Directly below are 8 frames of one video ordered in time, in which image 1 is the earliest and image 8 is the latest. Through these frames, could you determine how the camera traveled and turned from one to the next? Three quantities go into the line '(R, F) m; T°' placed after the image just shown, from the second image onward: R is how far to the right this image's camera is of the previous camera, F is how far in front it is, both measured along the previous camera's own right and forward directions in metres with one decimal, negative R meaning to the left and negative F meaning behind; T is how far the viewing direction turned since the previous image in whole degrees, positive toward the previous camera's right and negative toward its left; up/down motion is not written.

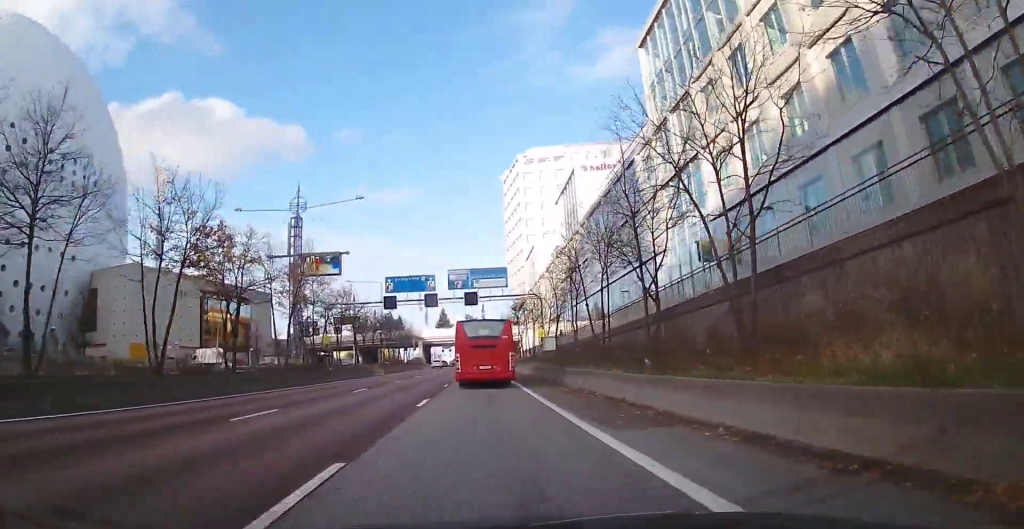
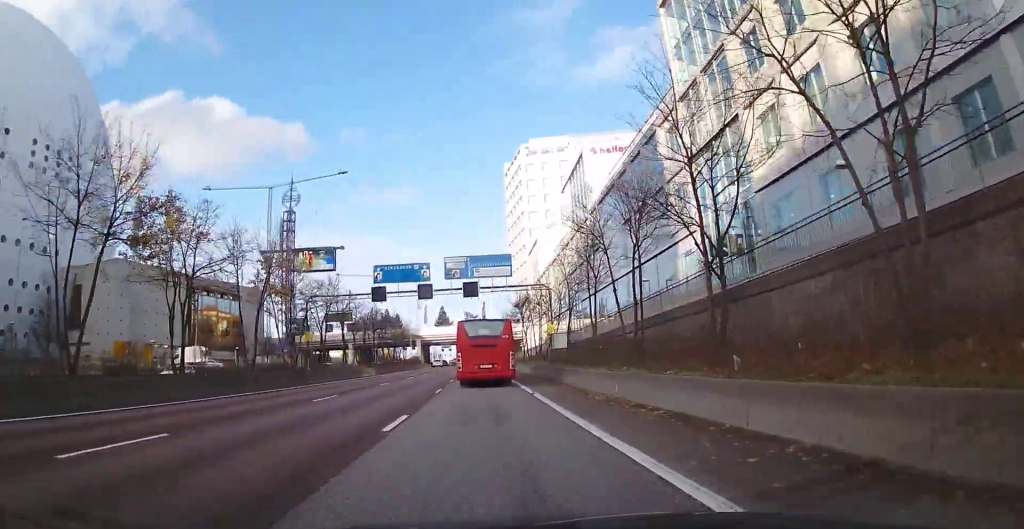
(-0.1, +5.3) m; 0°
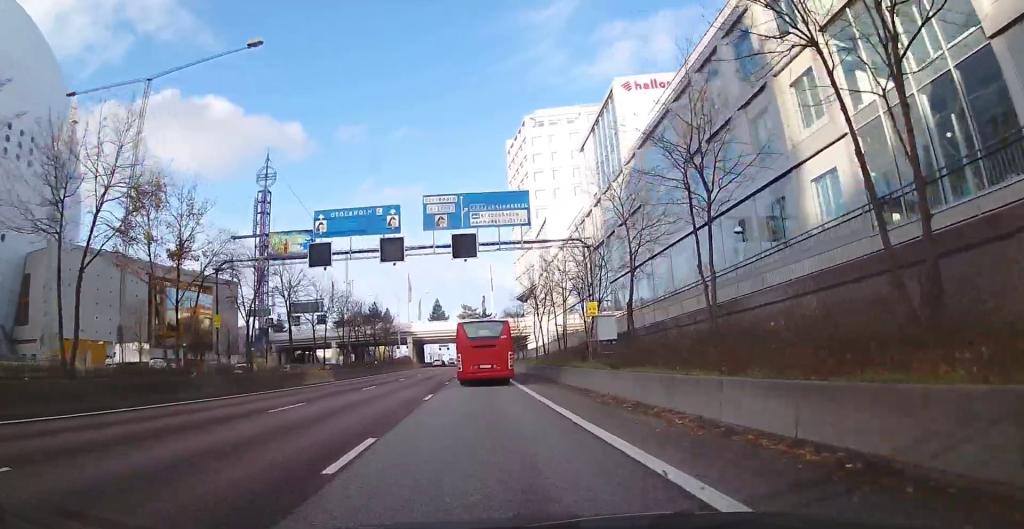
(+0.5, +14.8) m; +5°
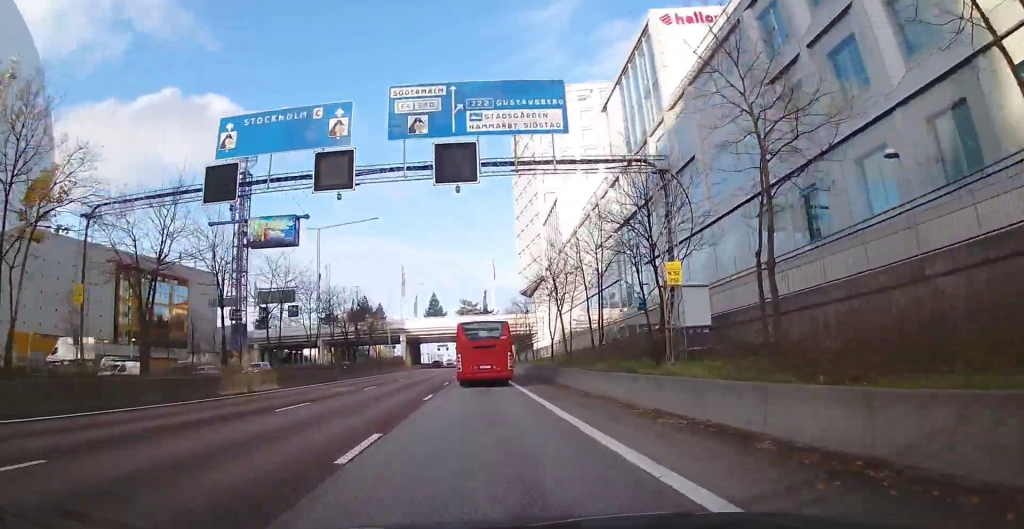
(+0.7, +10.3) m; 0°
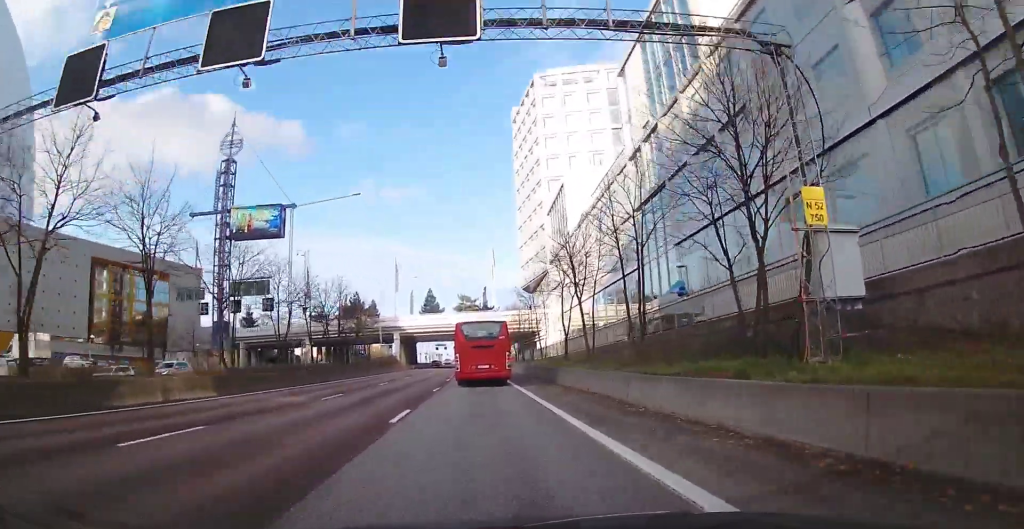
(-0.4, +6.7) m; -2°
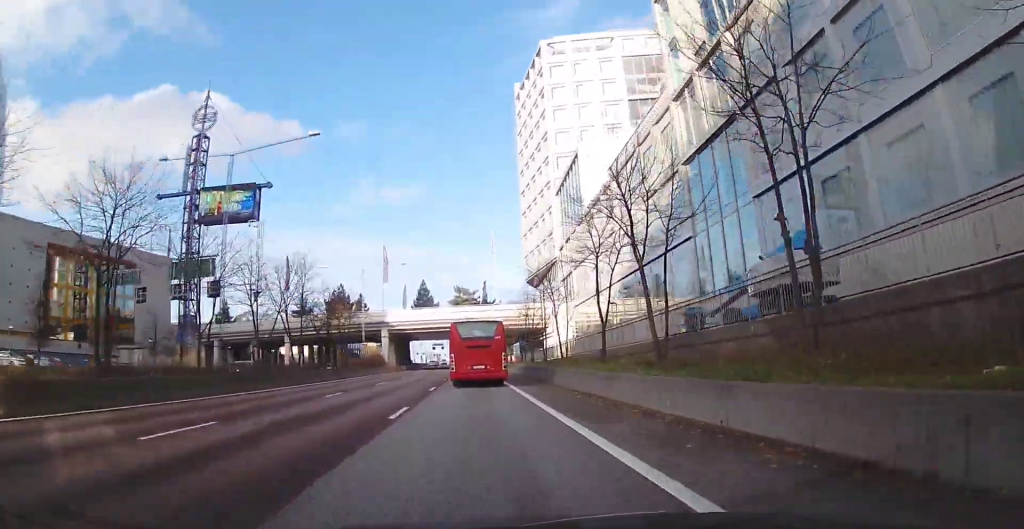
(-0.4, +10.4) m; -3°
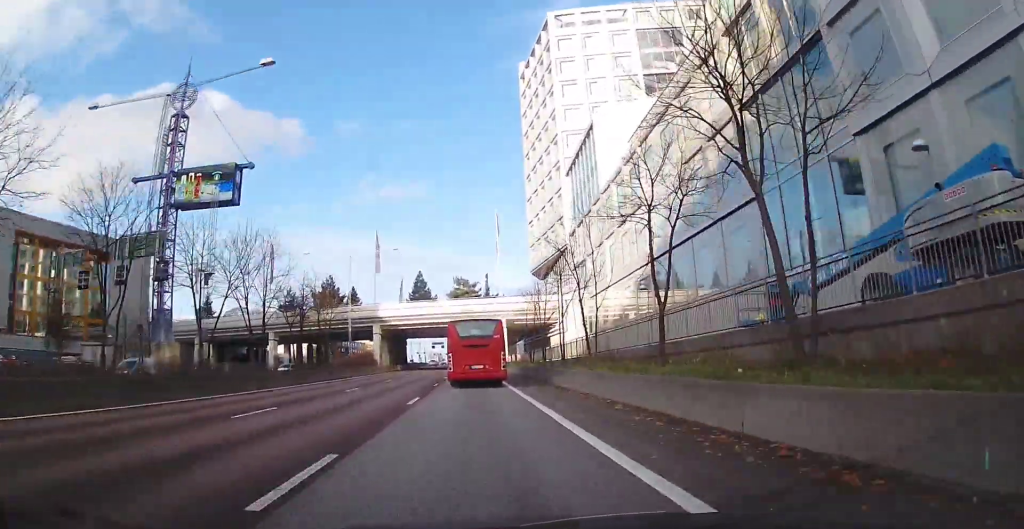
(-0.1, +7.3) m; 0°
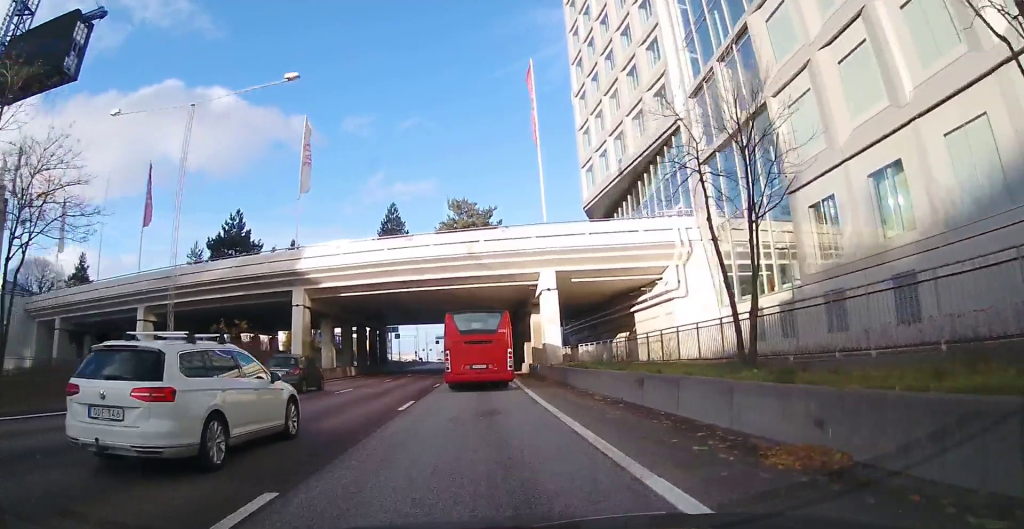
(-0.7, +36.0) m; -1°
